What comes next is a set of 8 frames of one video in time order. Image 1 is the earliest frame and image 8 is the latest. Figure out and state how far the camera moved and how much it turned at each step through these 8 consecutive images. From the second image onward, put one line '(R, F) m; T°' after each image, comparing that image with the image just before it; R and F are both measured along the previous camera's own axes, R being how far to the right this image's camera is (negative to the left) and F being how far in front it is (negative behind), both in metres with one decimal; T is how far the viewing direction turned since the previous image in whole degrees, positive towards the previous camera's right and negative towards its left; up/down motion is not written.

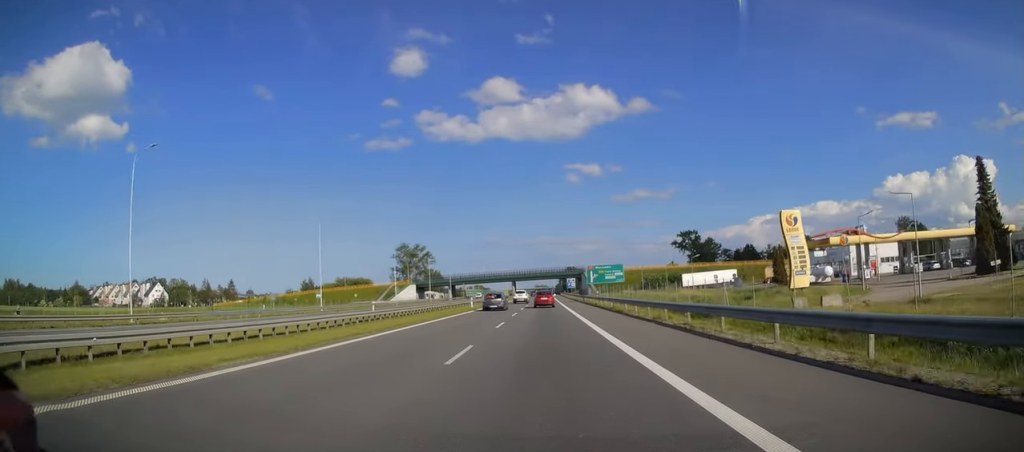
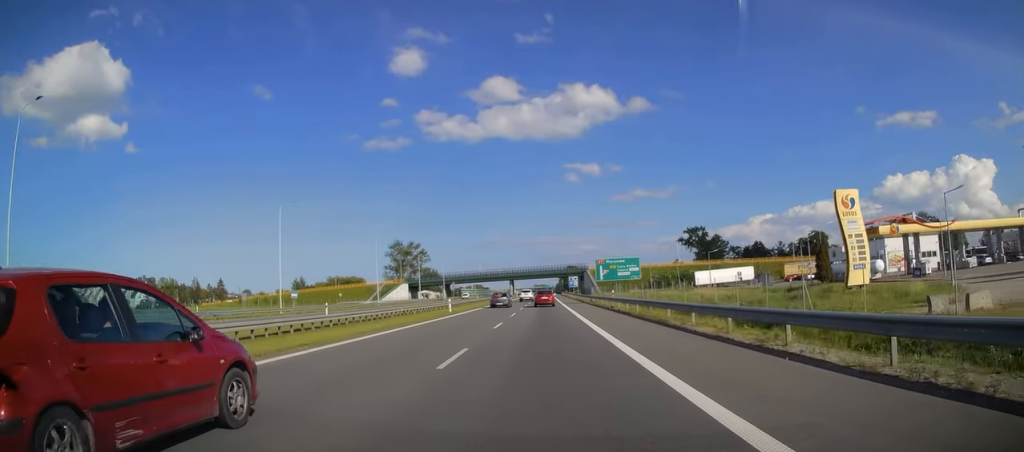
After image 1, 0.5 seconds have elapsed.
(-0.2, +12.6) m; 0°
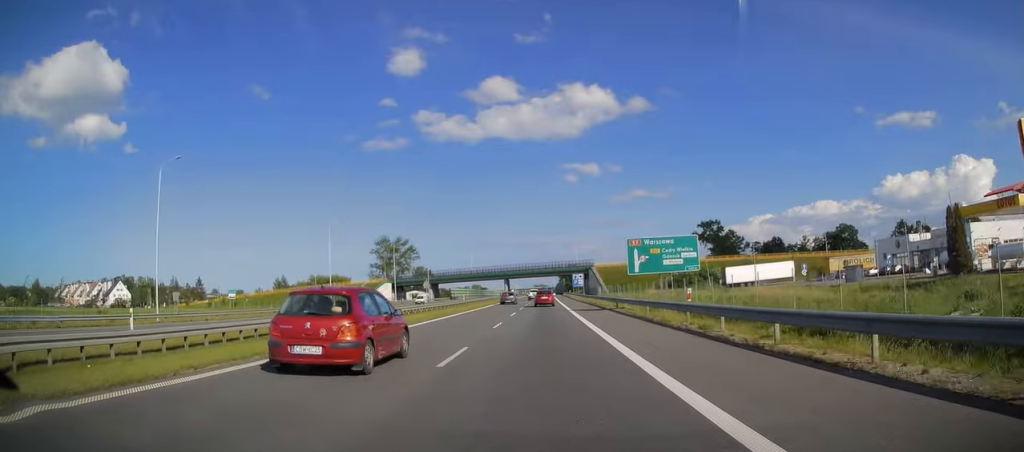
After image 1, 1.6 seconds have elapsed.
(+0.1, +23.5) m; +1°
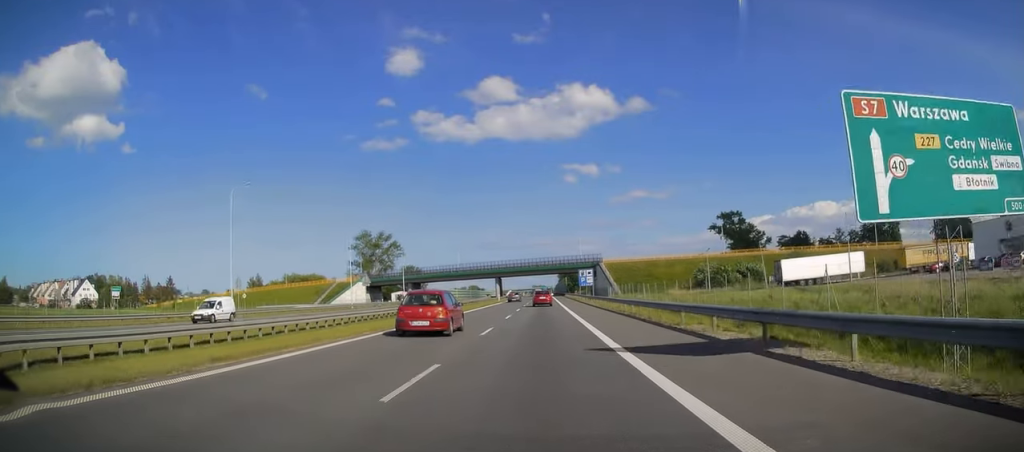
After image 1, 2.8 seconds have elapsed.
(+0.1, +27.4) m; 0°
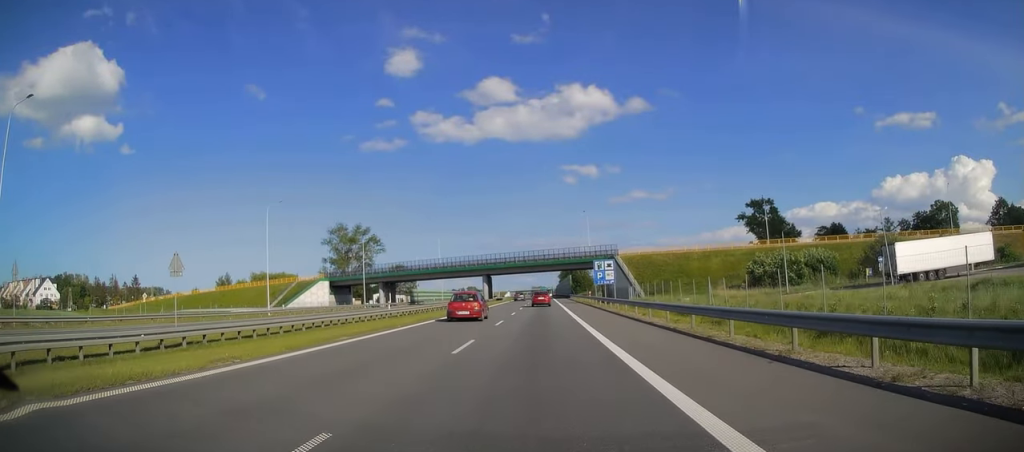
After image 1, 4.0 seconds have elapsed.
(0.0, +29.4) m; 0°
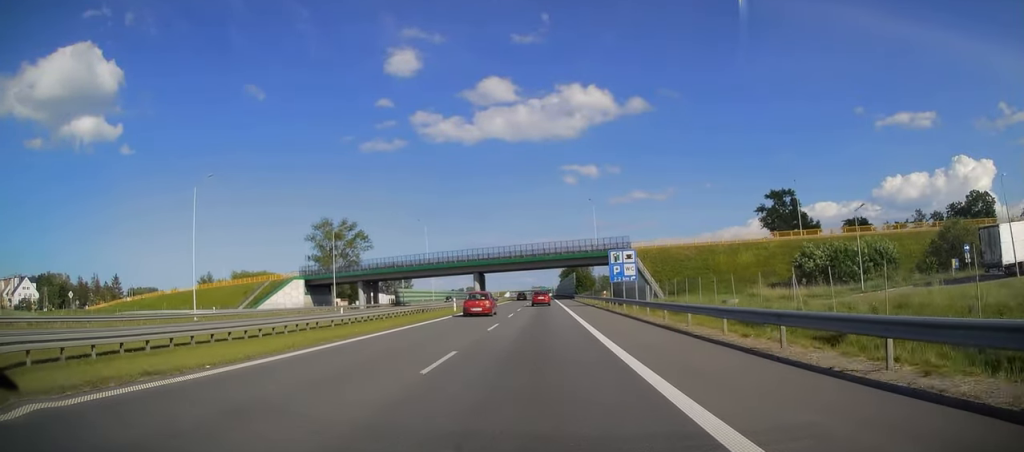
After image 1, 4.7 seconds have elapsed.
(0.0, +15.2) m; 0°
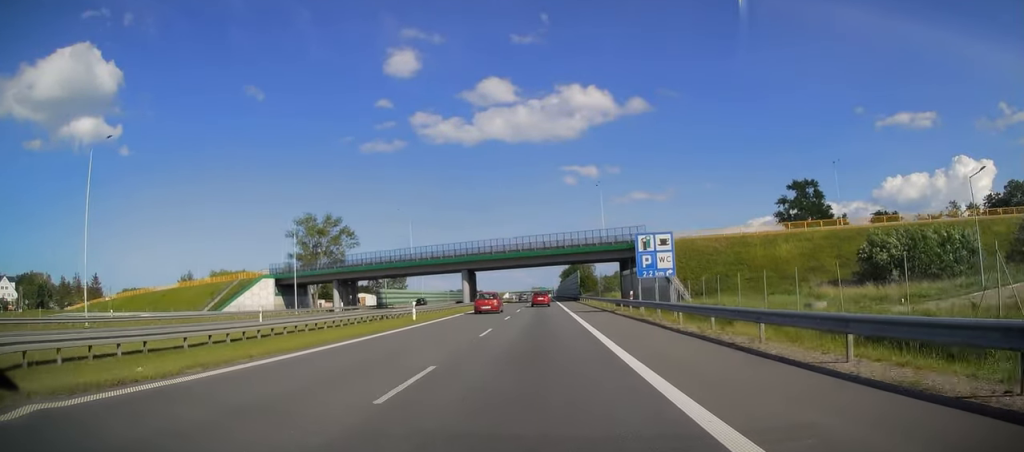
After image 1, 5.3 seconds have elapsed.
(0.0, +14.6) m; 0°
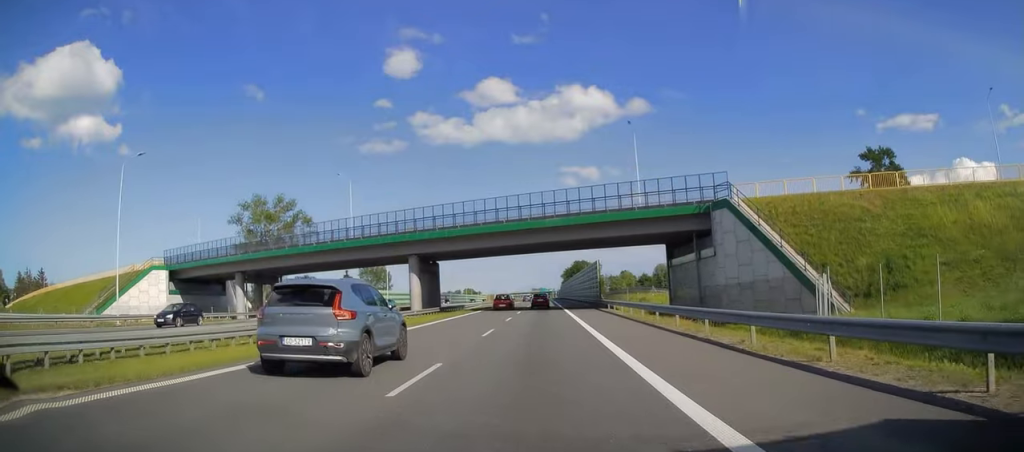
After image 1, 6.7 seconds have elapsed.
(-0.1, +35.1) m; 0°
